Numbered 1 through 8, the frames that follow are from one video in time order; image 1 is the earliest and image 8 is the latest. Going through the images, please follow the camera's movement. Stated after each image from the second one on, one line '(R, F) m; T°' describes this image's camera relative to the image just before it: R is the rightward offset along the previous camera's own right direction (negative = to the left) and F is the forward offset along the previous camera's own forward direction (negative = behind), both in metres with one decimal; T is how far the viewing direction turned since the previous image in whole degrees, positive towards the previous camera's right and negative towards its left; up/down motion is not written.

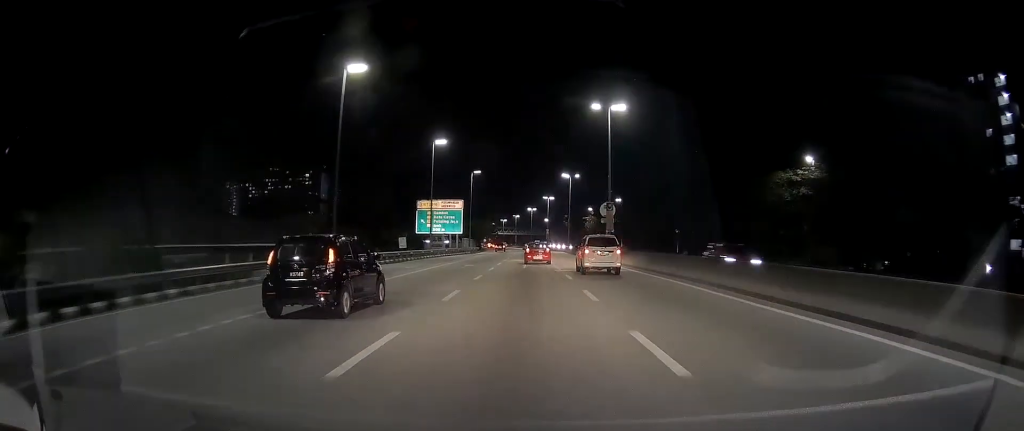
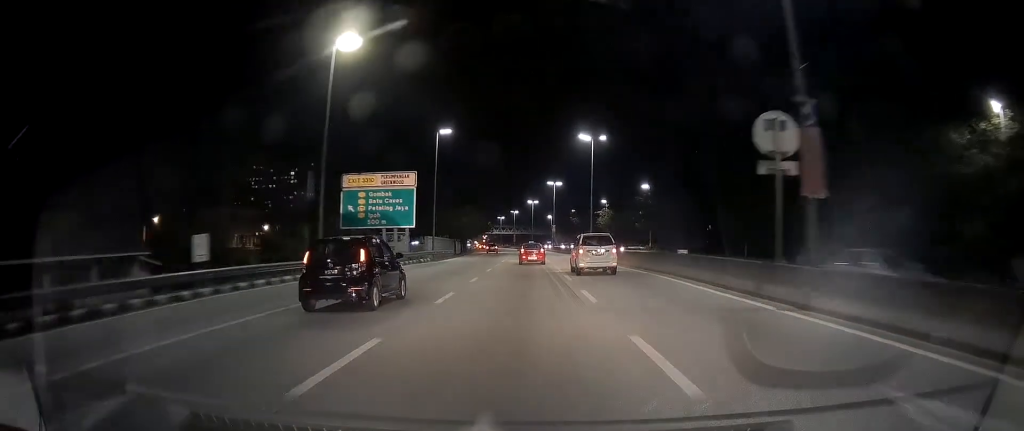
(+0.1, +32.3) m; -1°
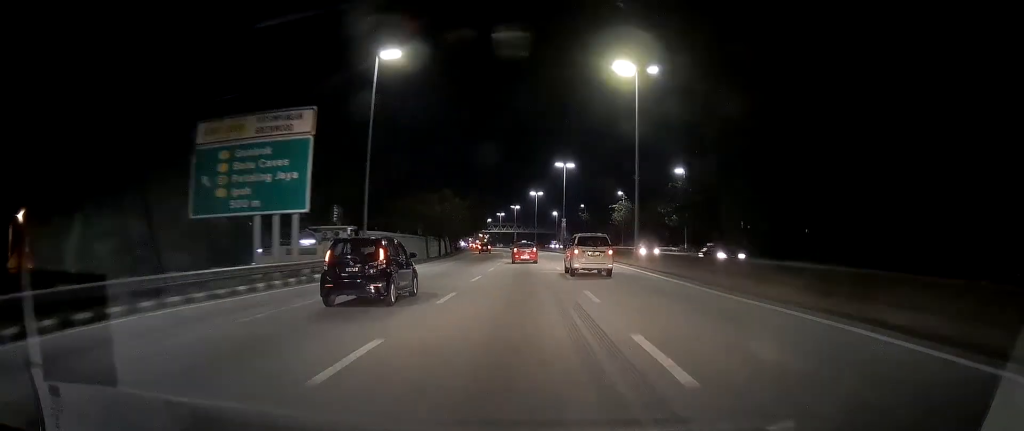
(-0.4, +23.8) m; -1°
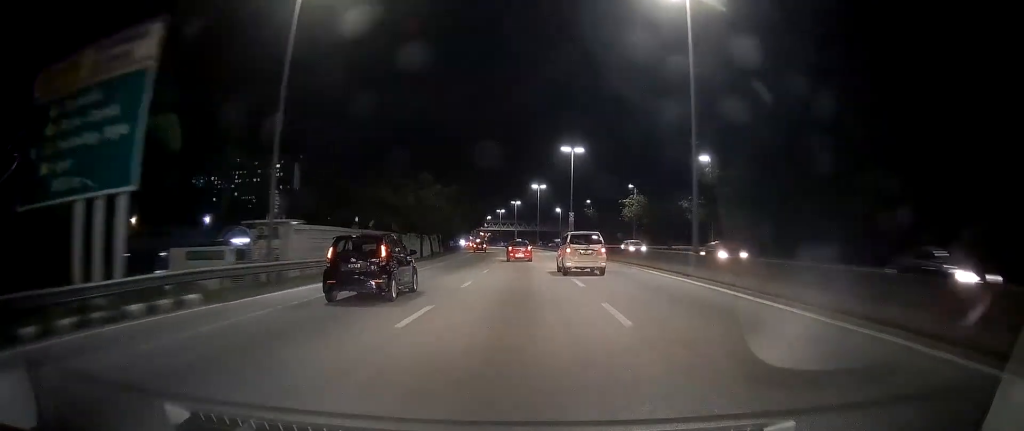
(-0.1, +12.2) m; 0°
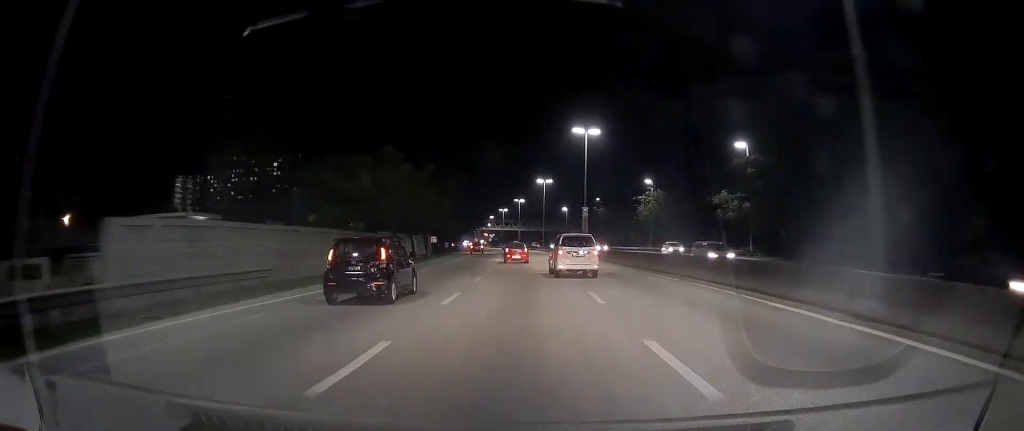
(+0.4, +12.1) m; 0°
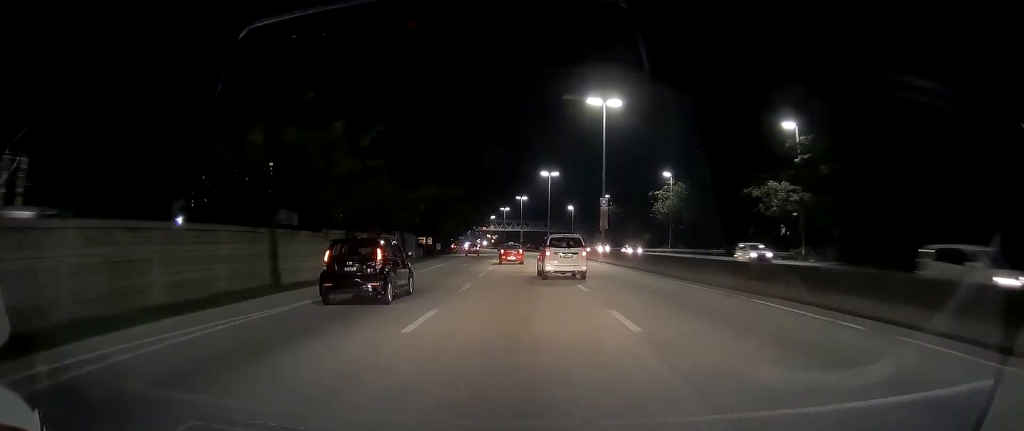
(-0.1, +12.0) m; -1°
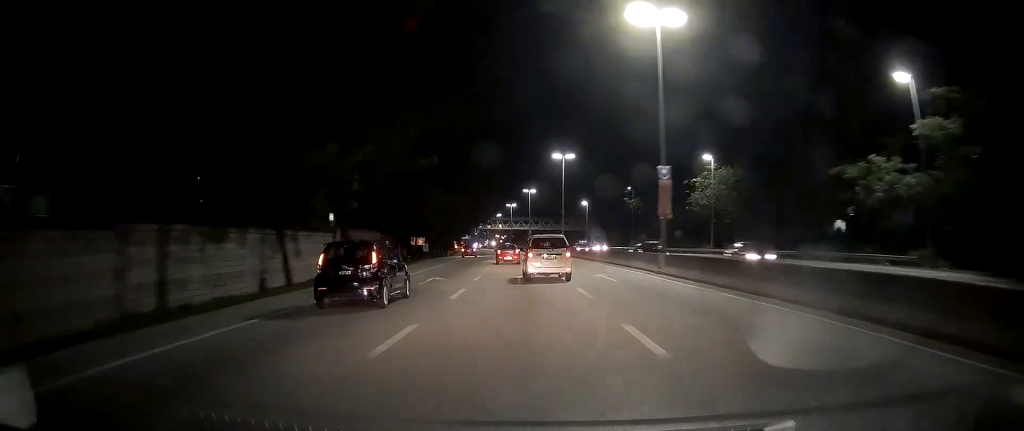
(-0.4, +17.6) m; -2°
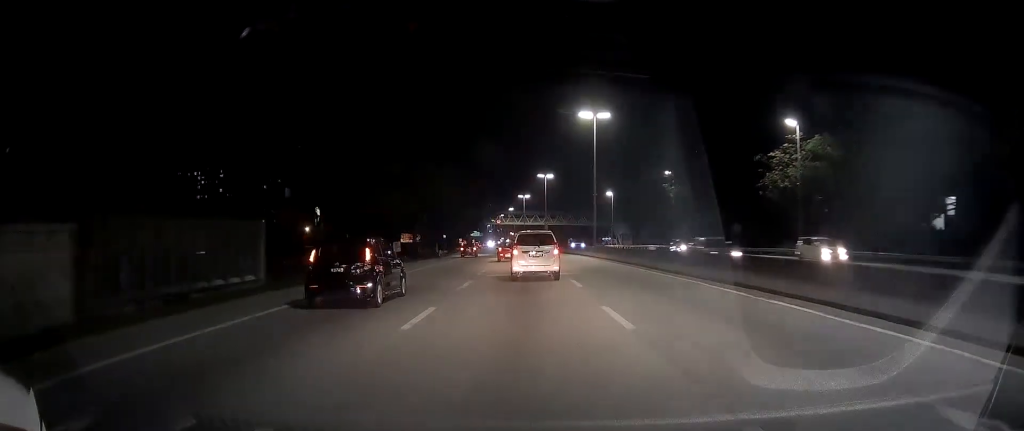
(0.0, +21.6) m; 0°
